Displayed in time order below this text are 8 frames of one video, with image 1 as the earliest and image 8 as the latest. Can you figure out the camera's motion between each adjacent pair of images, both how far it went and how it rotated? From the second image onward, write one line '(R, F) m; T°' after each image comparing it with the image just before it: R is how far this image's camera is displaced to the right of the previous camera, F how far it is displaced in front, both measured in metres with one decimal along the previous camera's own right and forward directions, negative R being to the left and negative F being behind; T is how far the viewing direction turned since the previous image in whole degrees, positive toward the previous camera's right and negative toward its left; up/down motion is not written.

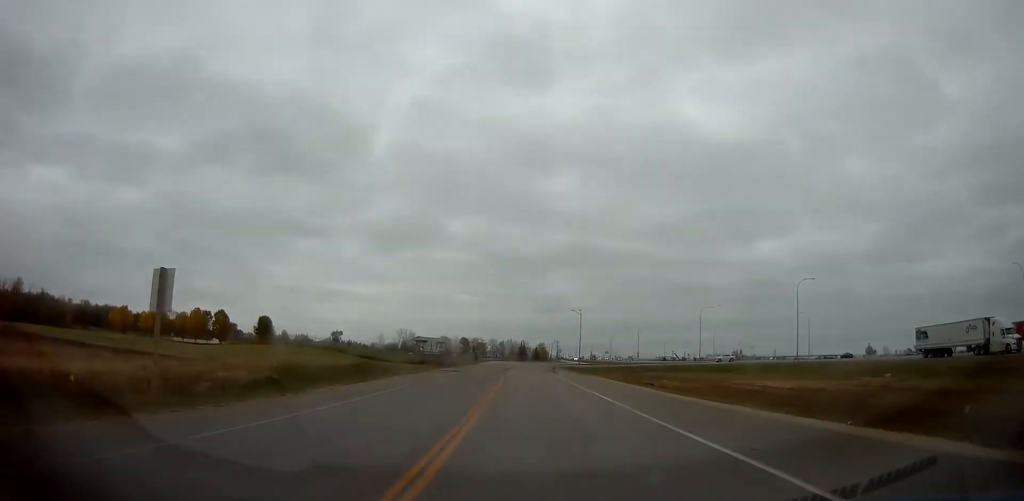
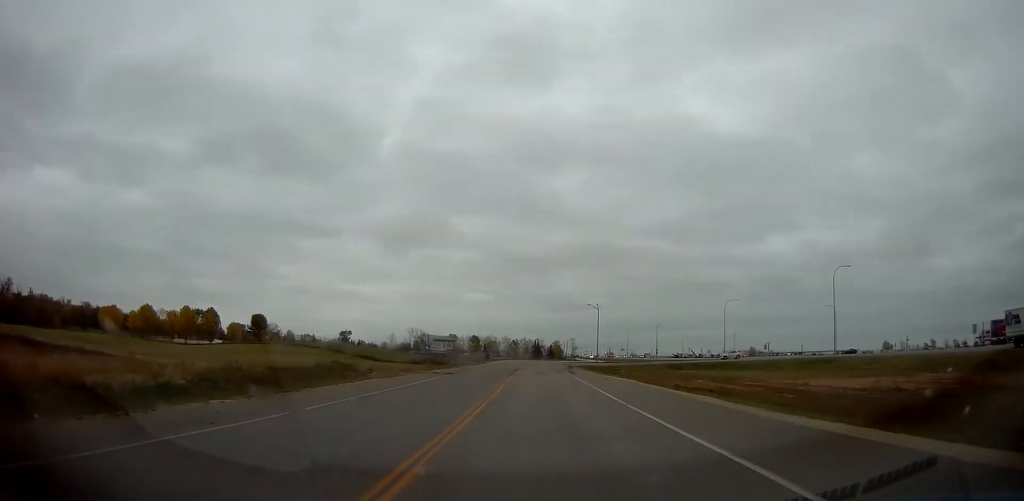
(-0.2, +9.2) m; -1°
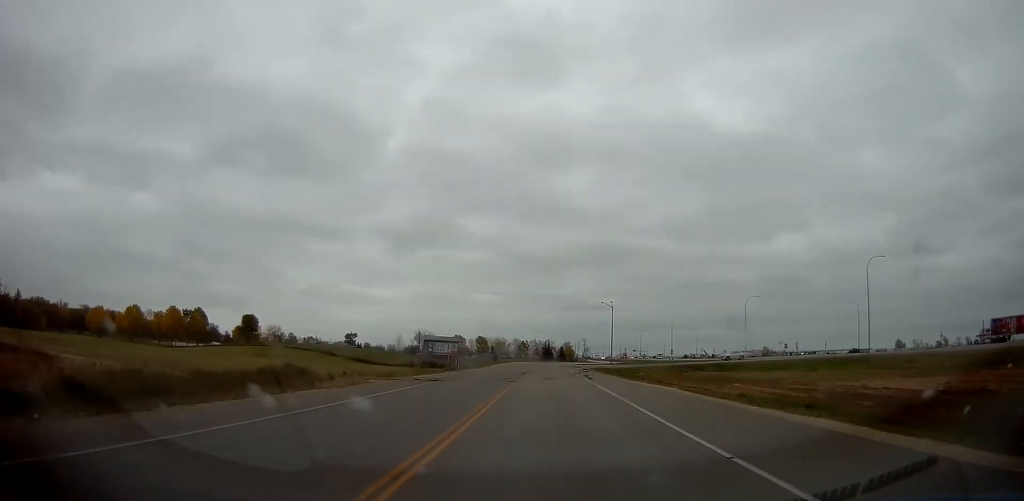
(-0.1, +8.1) m; -1°
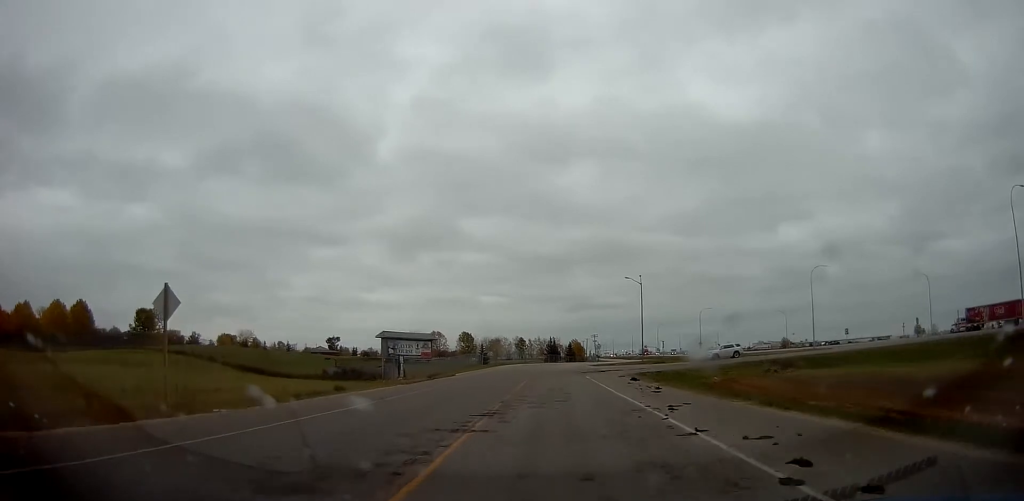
(-0.2, +33.8) m; 0°
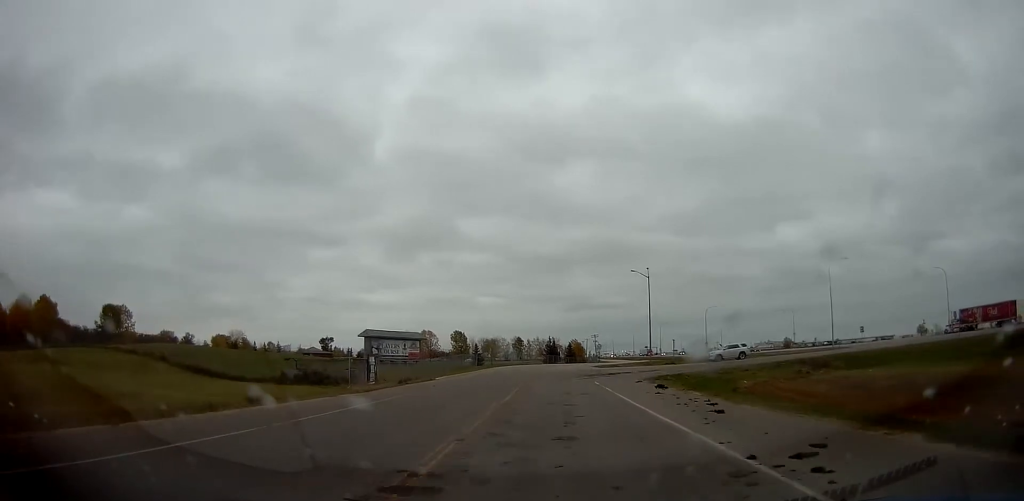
(0.0, +7.6) m; -1°
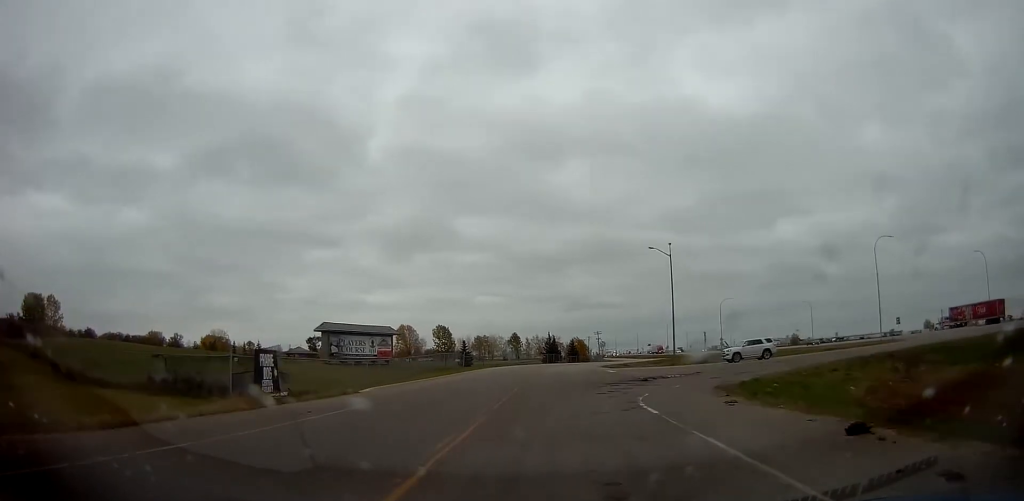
(-0.1, +15.3) m; -1°
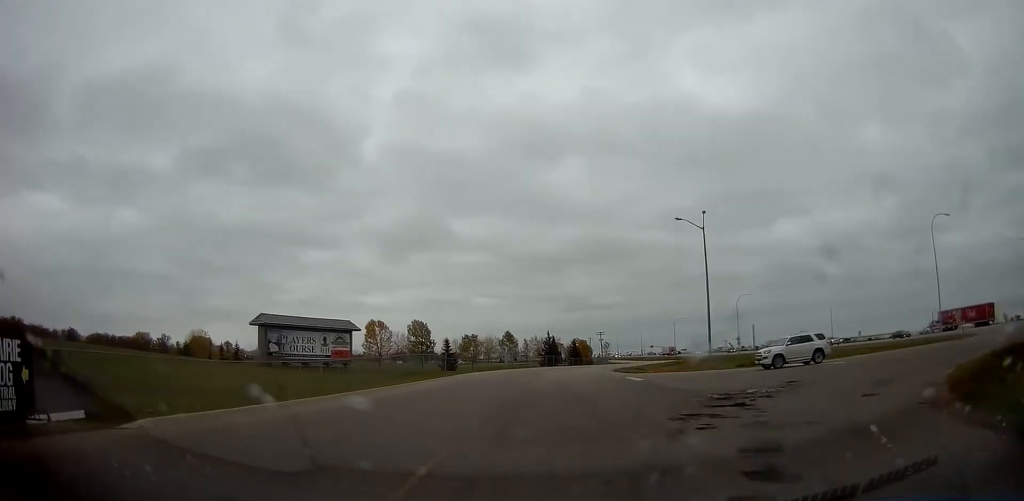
(-0.2, +14.8) m; 0°
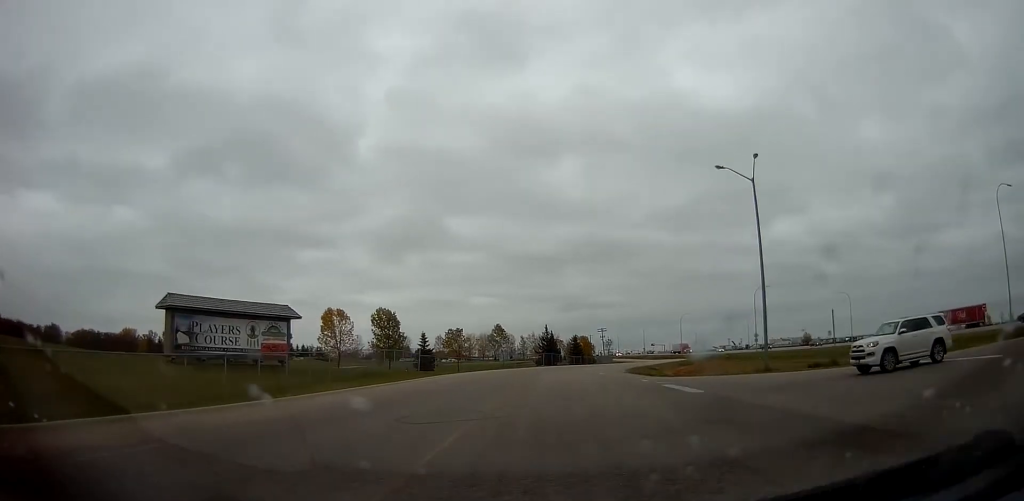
(+0.3, +13.9) m; +1°
